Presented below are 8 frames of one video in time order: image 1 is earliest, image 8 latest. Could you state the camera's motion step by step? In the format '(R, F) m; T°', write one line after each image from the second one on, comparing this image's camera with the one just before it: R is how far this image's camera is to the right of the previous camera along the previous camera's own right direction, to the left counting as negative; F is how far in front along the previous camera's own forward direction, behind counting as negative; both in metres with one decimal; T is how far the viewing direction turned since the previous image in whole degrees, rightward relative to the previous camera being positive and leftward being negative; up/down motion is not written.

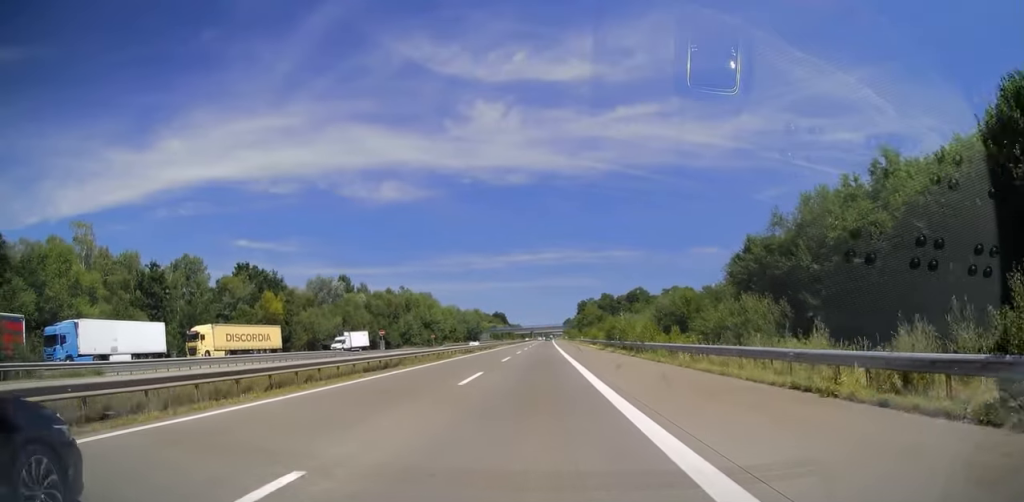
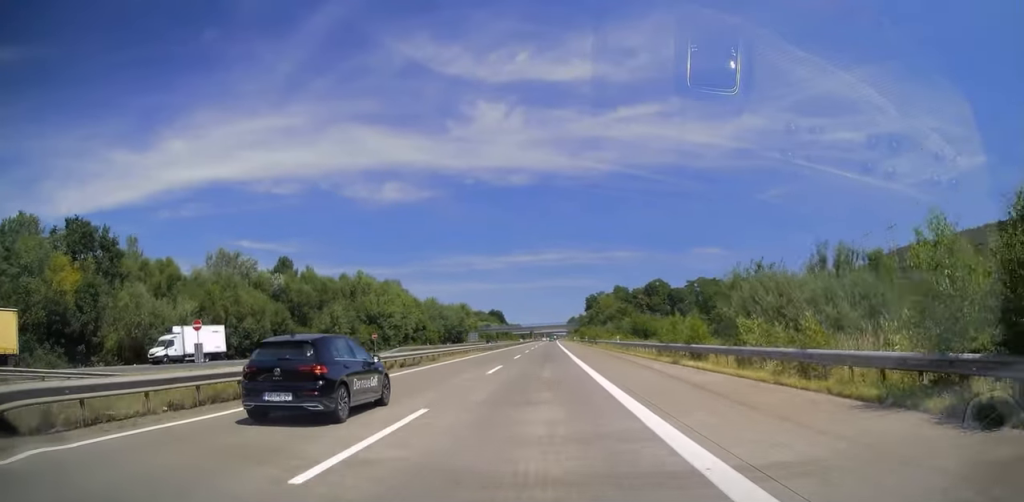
(0.0, +48.6) m; 0°
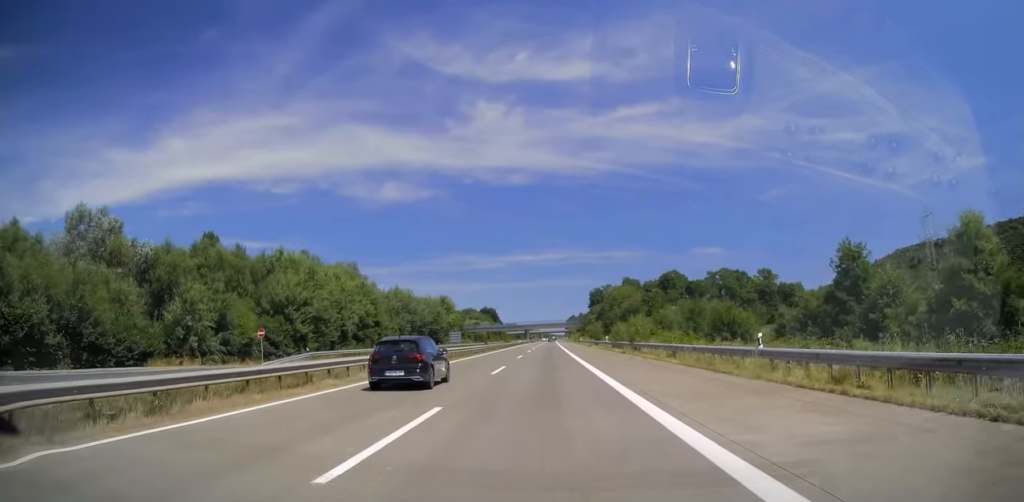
(-0.3, +36.3) m; 0°
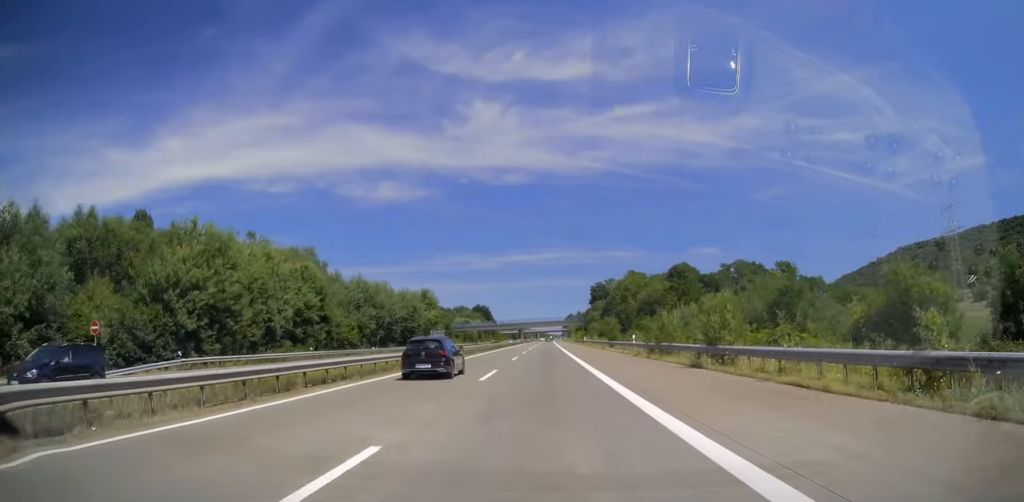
(+0.1, +22.2) m; 0°
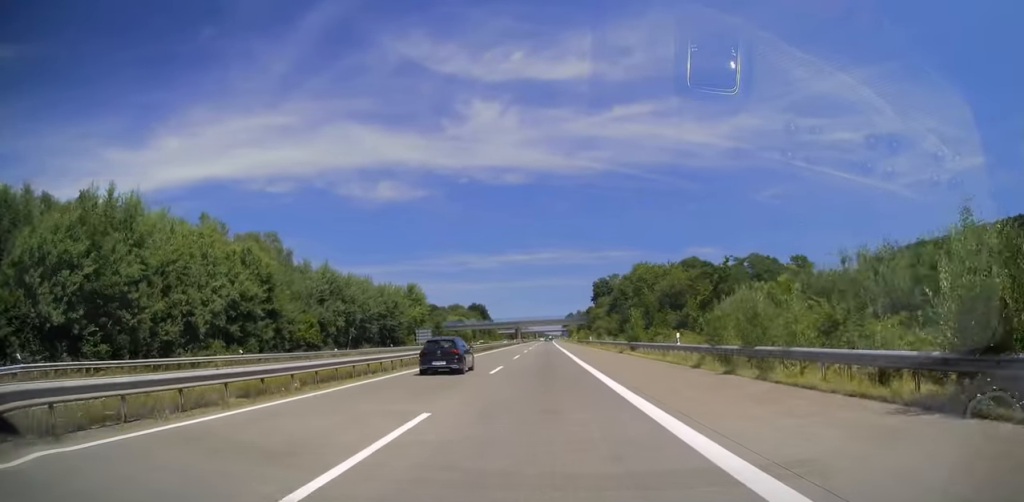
(+0.1, +14.8) m; 0°
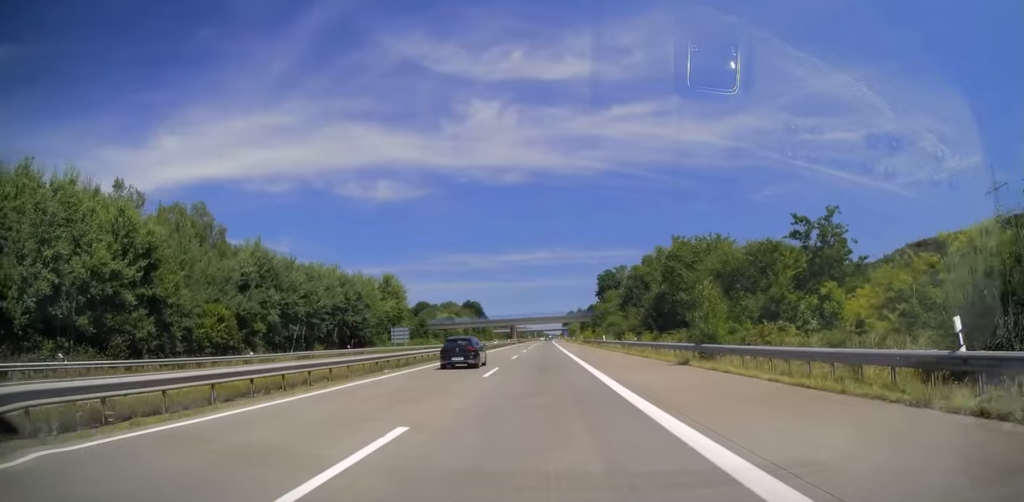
(0.0, +20.5) m; +1°
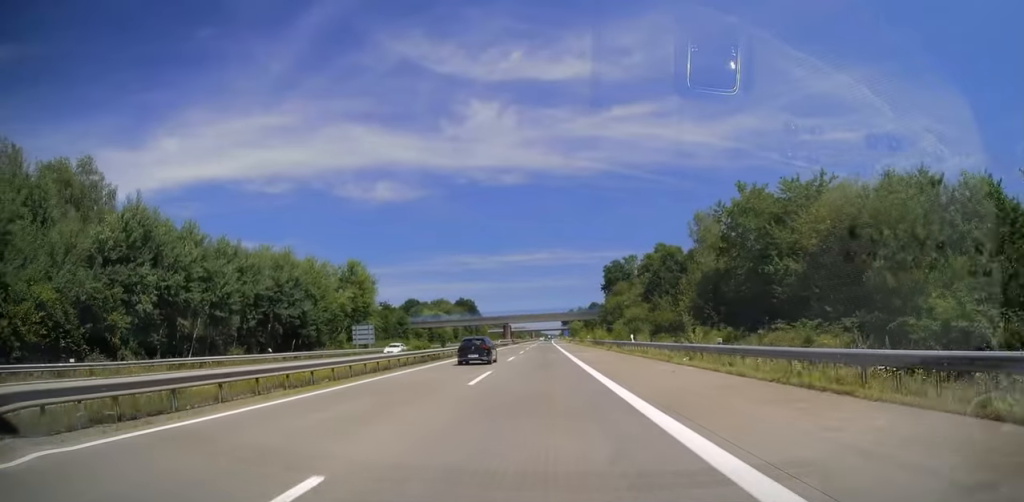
(+0.1, +21.5) m; 0°
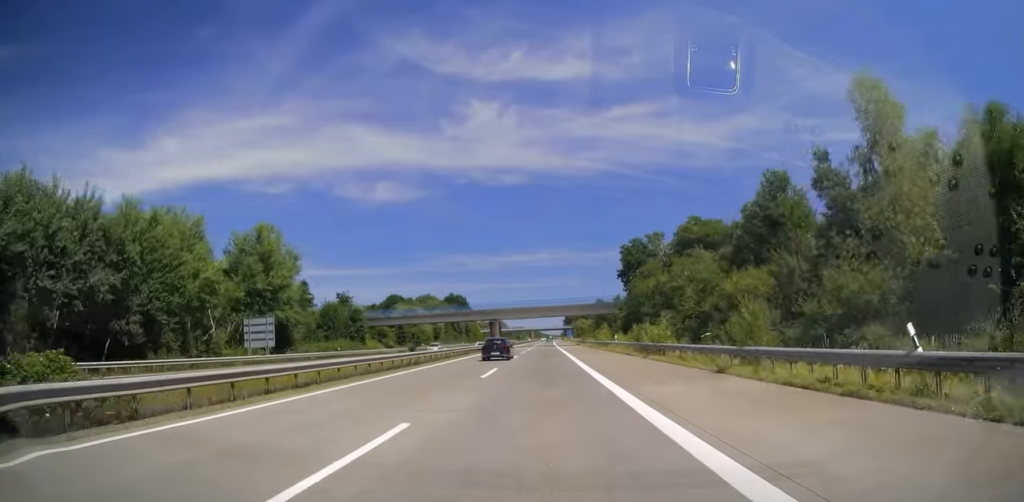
(+0.2, +33.4) m; 0°
